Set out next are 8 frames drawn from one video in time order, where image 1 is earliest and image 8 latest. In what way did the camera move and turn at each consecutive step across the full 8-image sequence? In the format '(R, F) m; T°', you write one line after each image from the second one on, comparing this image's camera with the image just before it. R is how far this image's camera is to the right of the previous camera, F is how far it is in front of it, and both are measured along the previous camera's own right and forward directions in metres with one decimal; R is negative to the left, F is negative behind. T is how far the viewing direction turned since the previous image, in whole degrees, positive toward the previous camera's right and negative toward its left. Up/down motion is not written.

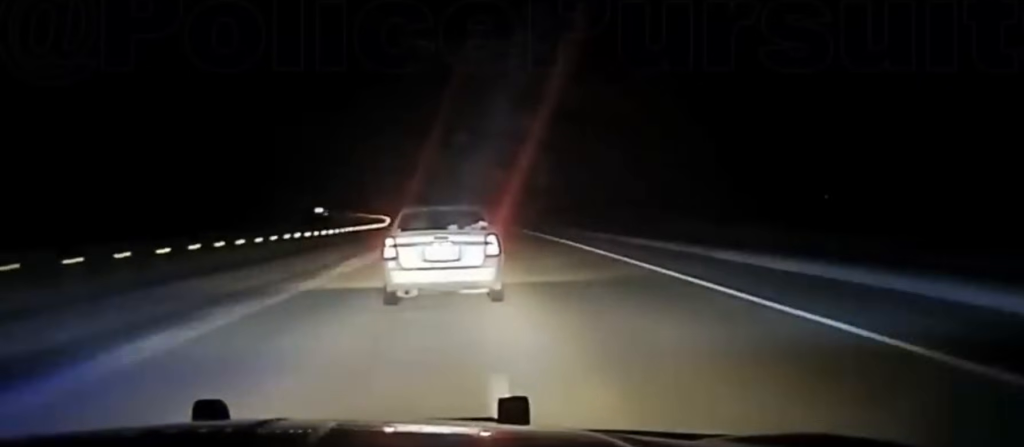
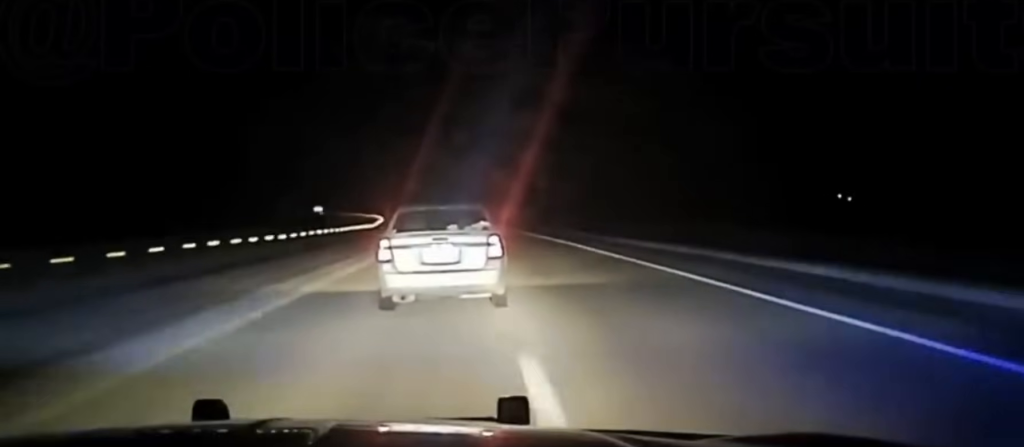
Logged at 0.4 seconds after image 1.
(-0.2, +23.6) m; 0°
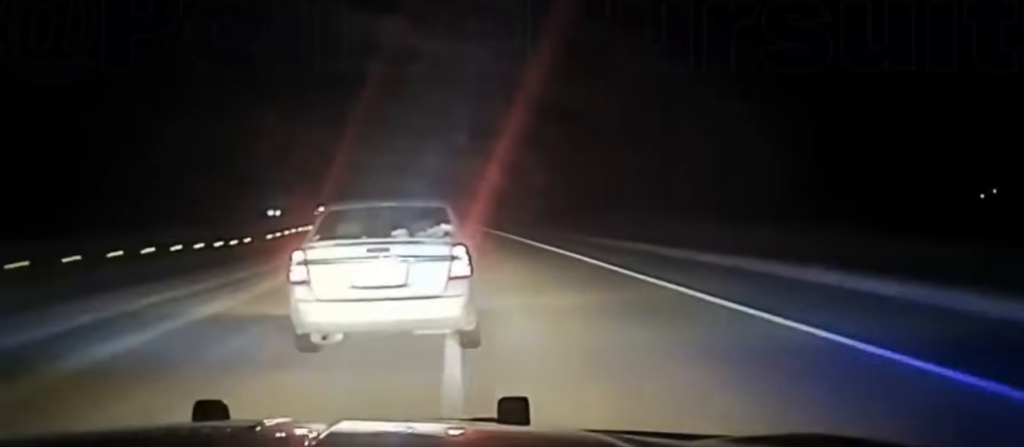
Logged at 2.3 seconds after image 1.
(-0.8, +99.0) m; -1°
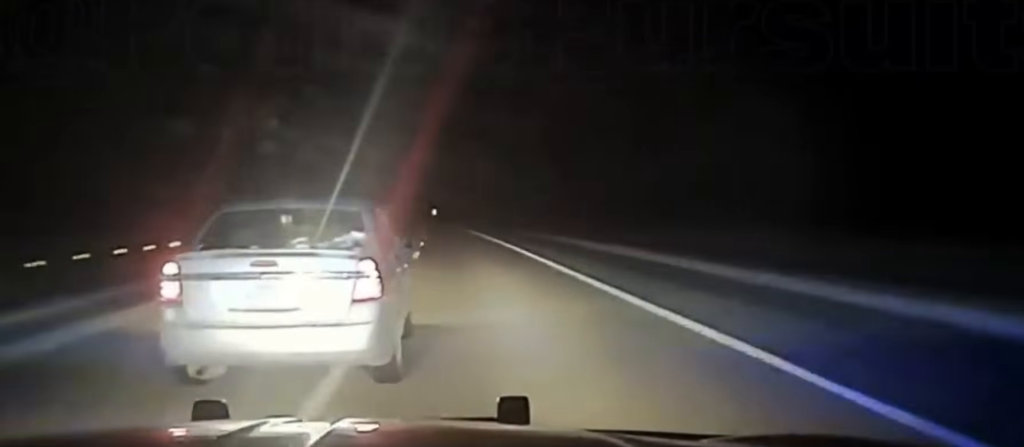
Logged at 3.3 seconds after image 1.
(-0.3, +45.2) m; -1°
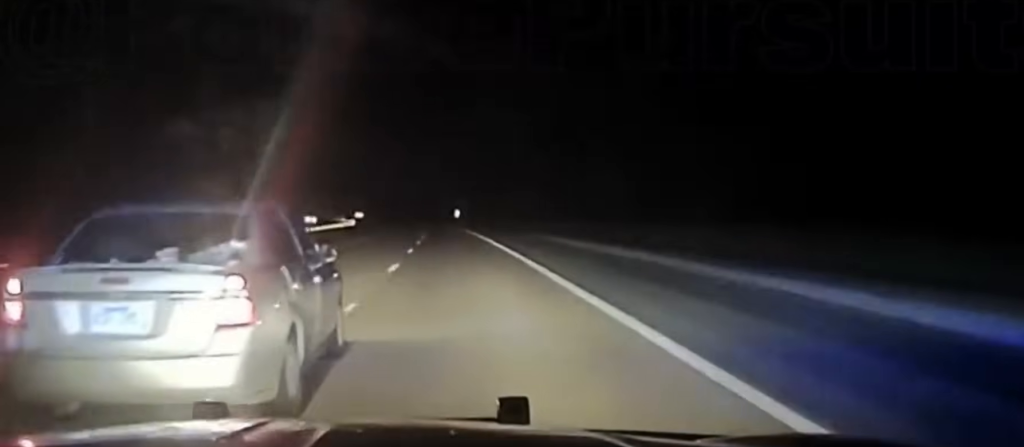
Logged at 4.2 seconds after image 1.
(-0.4, +40.6) m; -1°
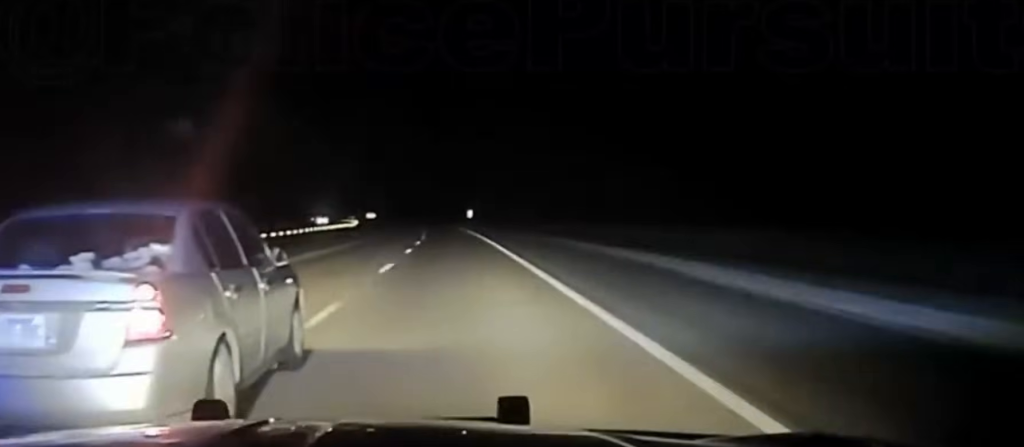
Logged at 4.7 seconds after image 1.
(-0.2, +22.3) m; -1°
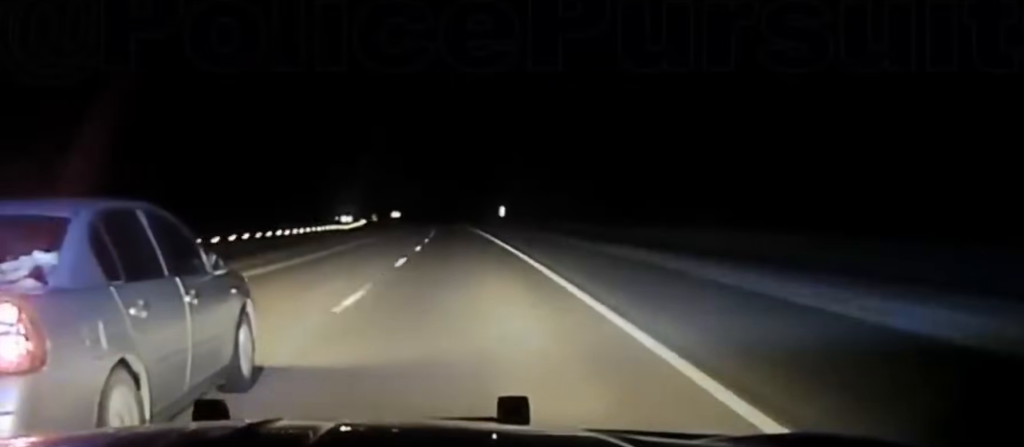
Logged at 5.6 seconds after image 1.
(-0.8, +45.8) m; -2°
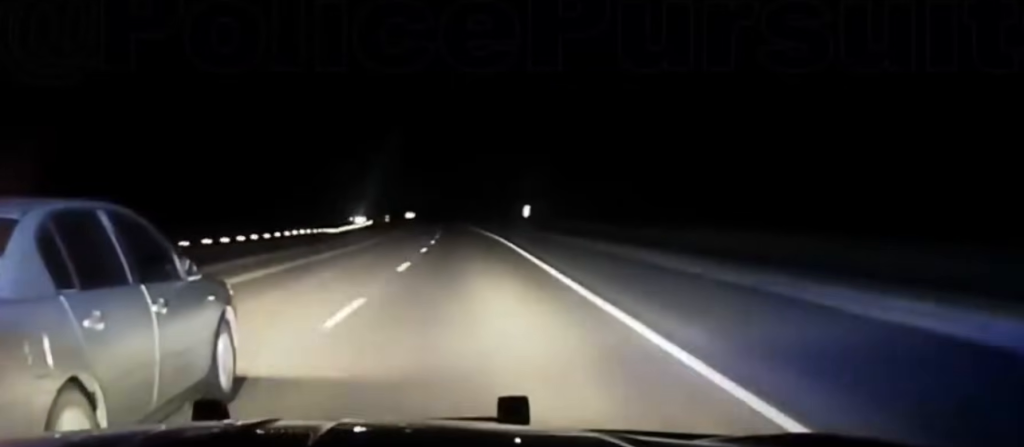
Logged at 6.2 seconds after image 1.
(-0.2, +27.0) m; -1°
